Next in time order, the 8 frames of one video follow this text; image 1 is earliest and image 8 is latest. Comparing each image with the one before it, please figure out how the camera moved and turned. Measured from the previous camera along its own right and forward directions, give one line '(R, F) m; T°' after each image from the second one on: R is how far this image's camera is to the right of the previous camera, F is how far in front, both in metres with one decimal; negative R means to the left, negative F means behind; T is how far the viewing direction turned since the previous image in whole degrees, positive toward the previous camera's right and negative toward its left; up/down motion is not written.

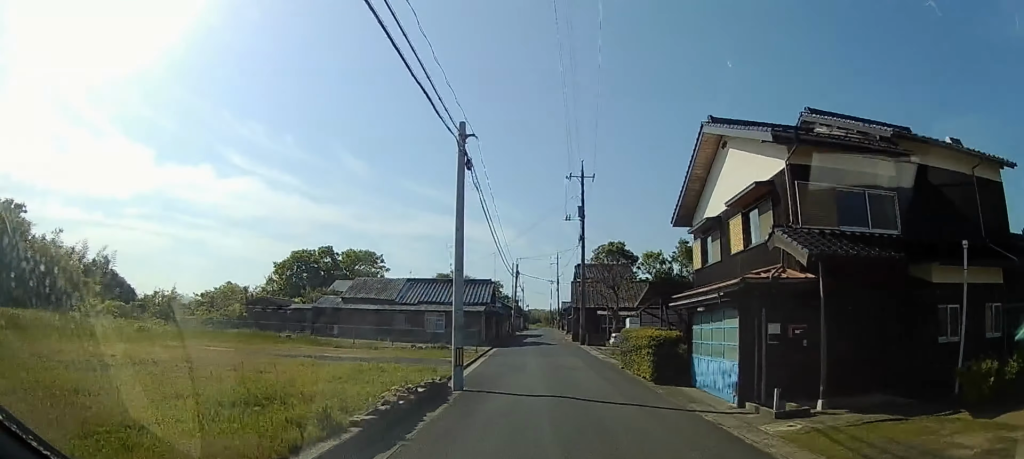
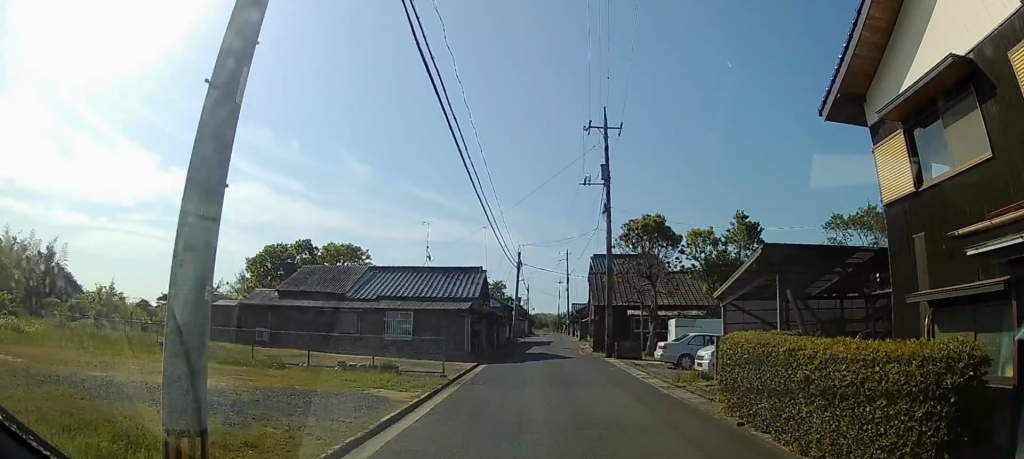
(+0.1, +10.8) m; 0°
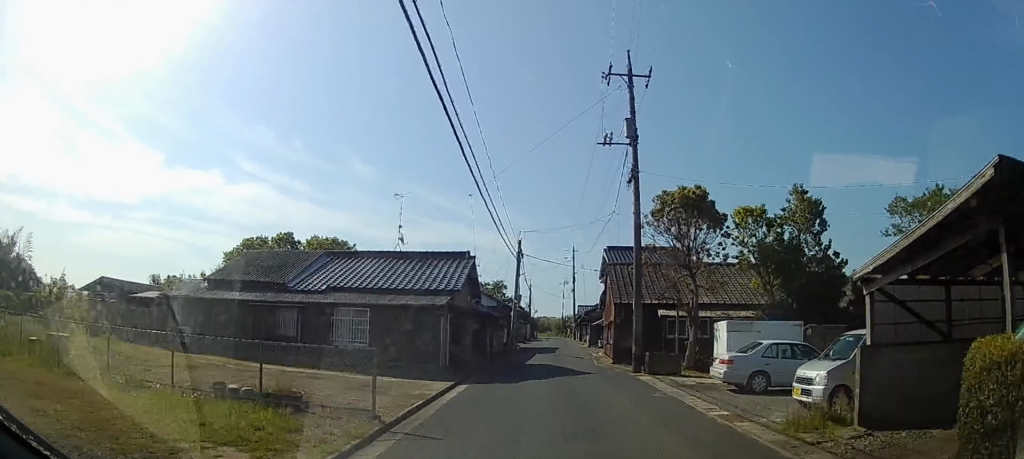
(-0.1, +6.7) m; -1°
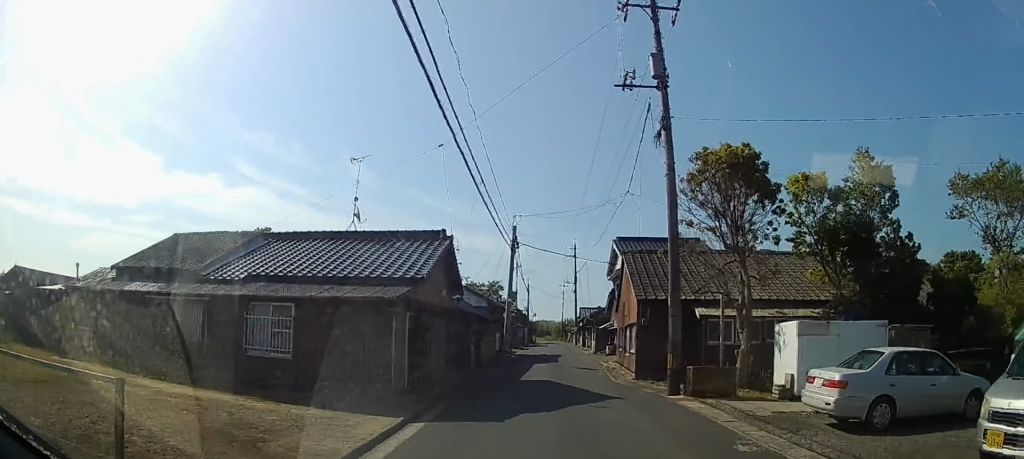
(0.0, +5.6) m; 0°
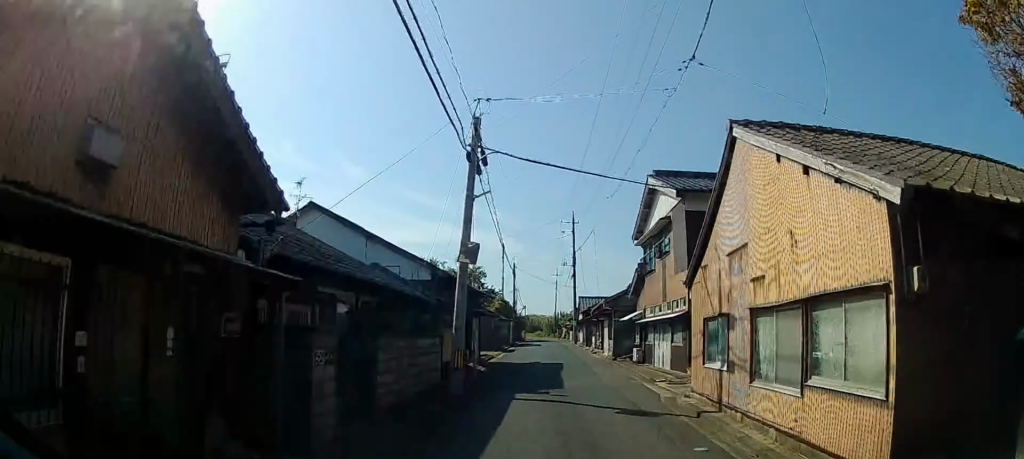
(+0.2, +13.9) m; +3°
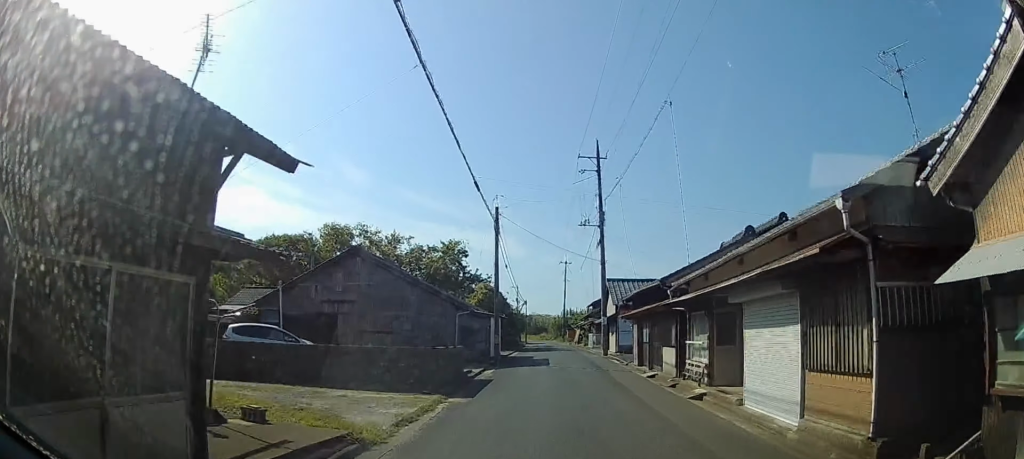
(-0.1, +18.6) m; -3°
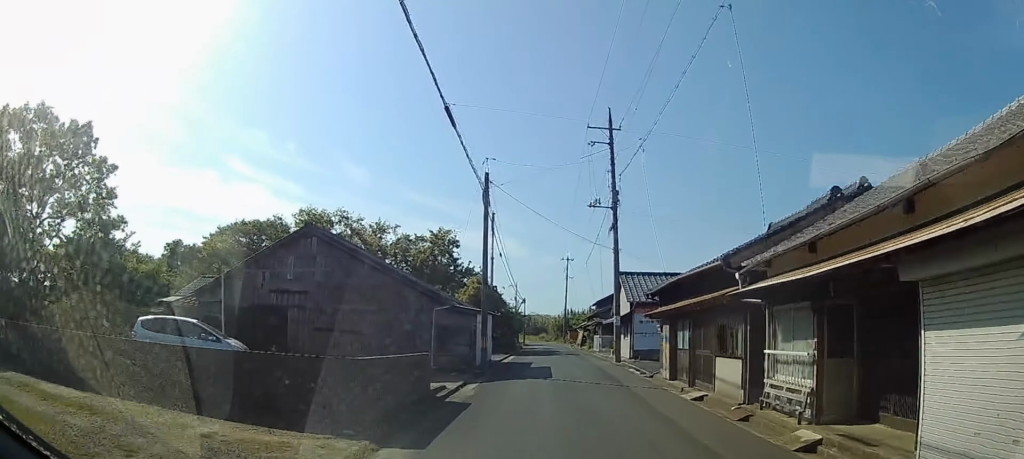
(-0.1, +4.3) m; -1°
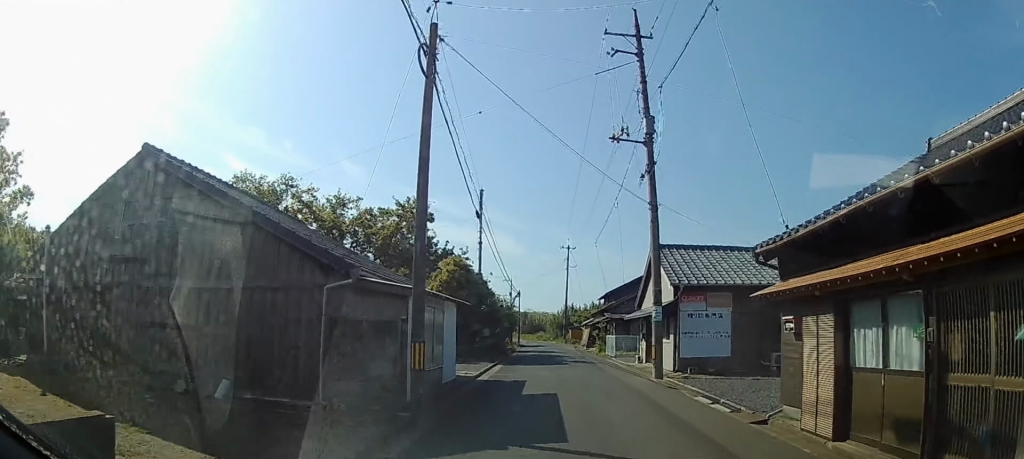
(-0.1, +8.1) m; 0°
